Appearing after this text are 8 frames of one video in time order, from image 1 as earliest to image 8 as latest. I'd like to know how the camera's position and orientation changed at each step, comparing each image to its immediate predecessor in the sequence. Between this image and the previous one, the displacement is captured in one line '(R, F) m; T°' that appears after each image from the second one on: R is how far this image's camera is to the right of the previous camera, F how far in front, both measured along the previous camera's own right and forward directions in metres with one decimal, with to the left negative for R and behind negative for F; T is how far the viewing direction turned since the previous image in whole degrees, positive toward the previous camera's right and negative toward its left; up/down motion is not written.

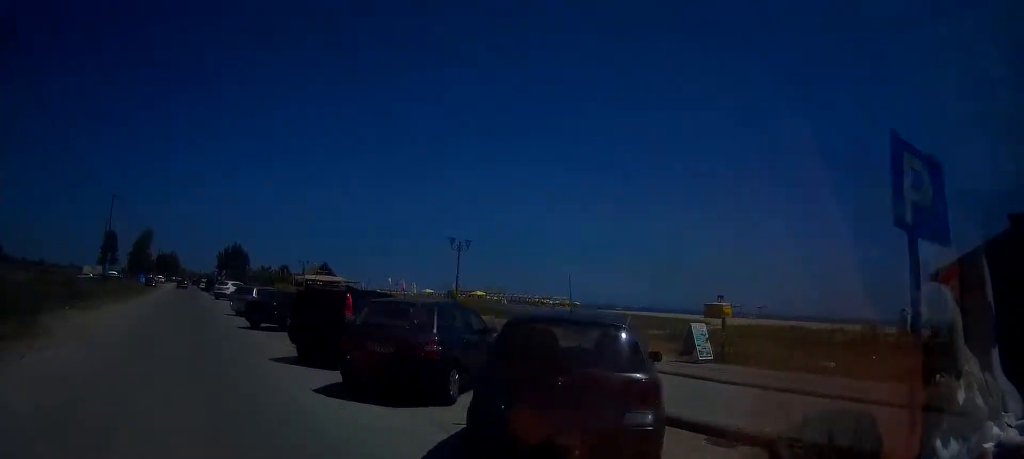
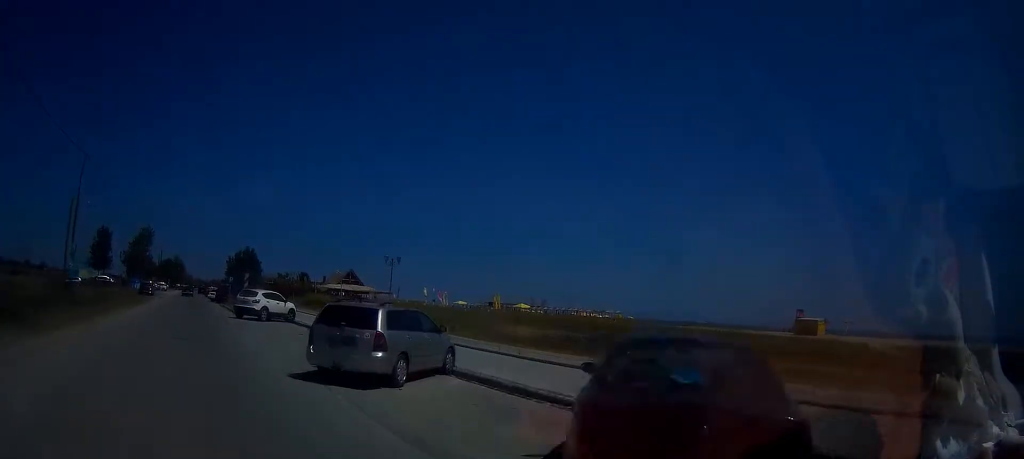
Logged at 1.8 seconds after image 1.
(+0.1, +17.7) m; +1°
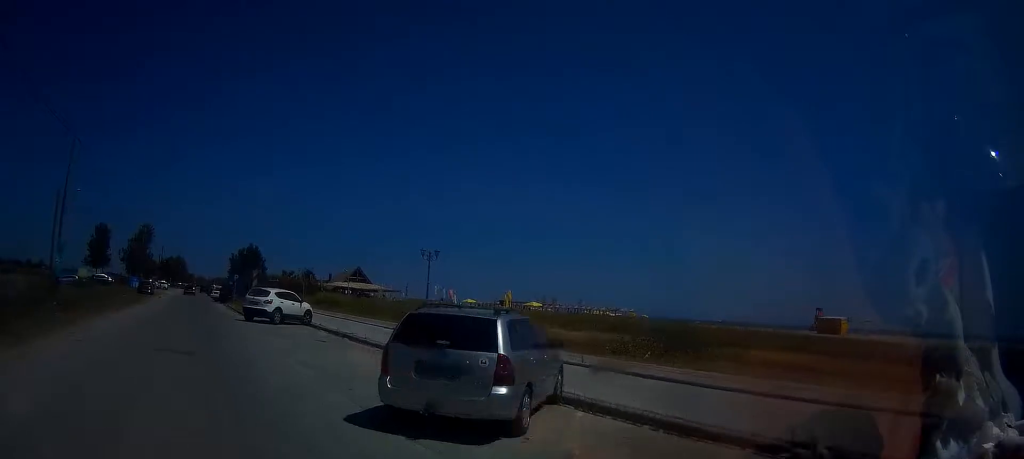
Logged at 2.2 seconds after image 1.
(0.0, +3.9) m; 0°
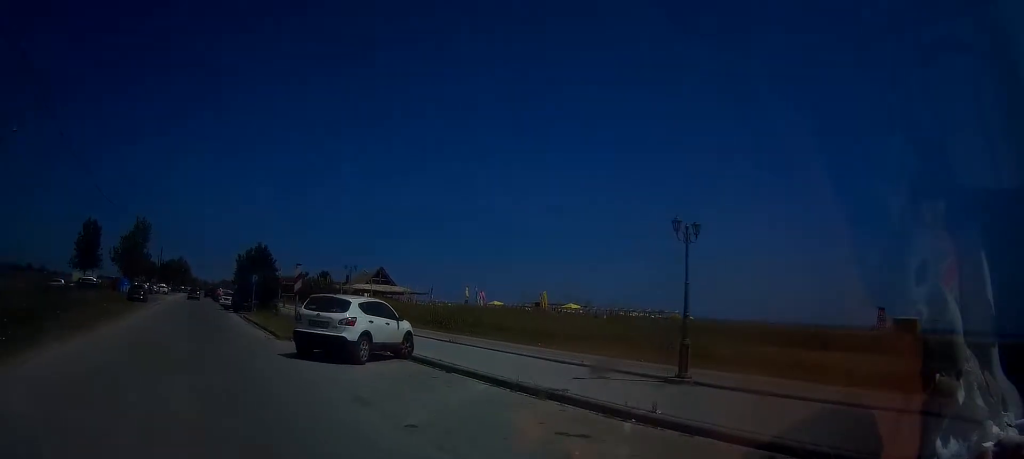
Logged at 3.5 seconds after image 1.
(-0.1, +12.6) m; 0°
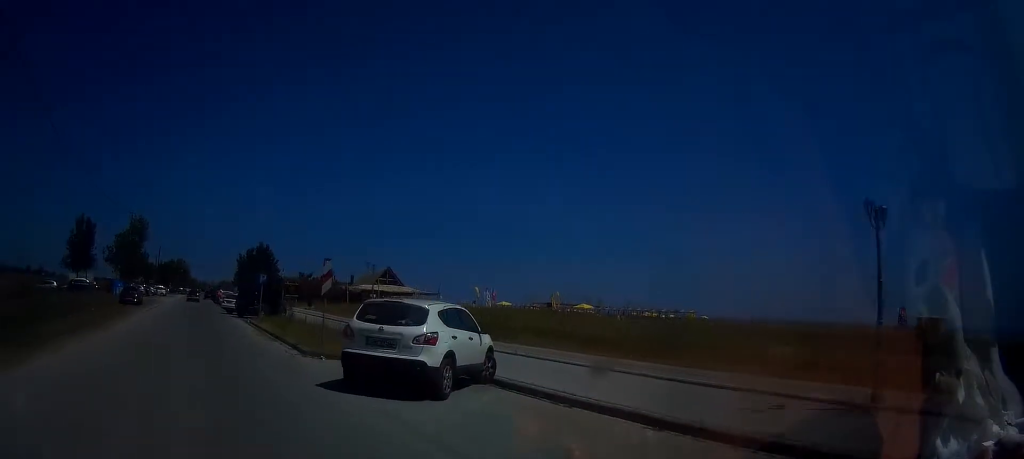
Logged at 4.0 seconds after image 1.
(0.0, +4.4) m; 0°
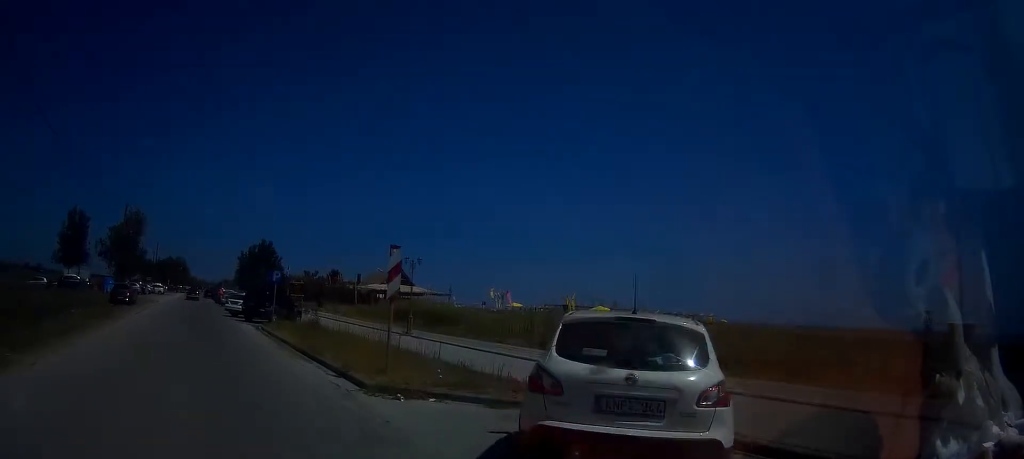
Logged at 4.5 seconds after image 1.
(0.0, +5.3) m; 0°
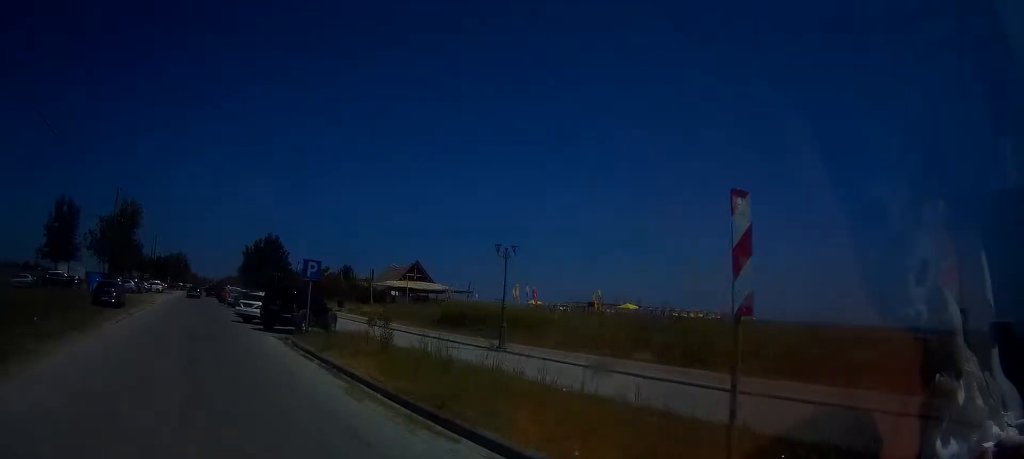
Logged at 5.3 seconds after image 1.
(-0.1, +7.3) m; 0°
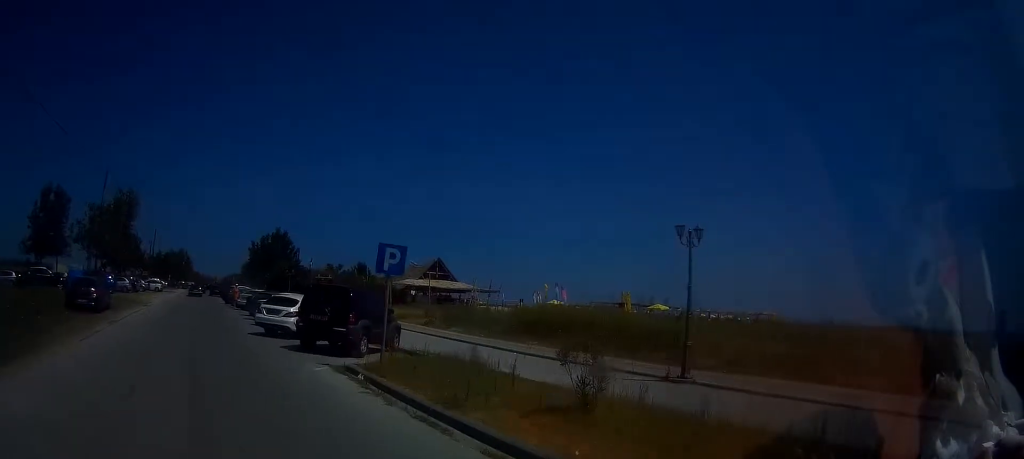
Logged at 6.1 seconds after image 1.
(+0.1, +7.0) m; +1°
